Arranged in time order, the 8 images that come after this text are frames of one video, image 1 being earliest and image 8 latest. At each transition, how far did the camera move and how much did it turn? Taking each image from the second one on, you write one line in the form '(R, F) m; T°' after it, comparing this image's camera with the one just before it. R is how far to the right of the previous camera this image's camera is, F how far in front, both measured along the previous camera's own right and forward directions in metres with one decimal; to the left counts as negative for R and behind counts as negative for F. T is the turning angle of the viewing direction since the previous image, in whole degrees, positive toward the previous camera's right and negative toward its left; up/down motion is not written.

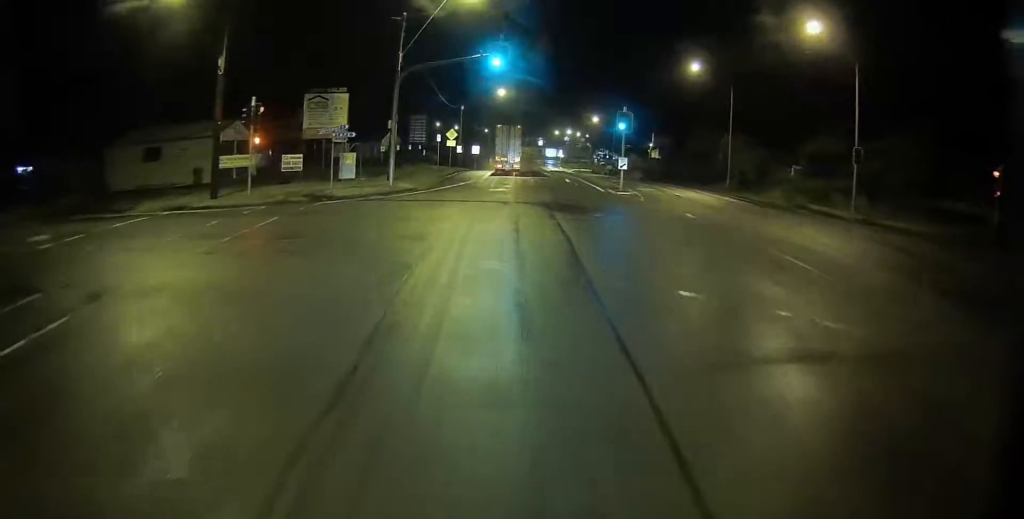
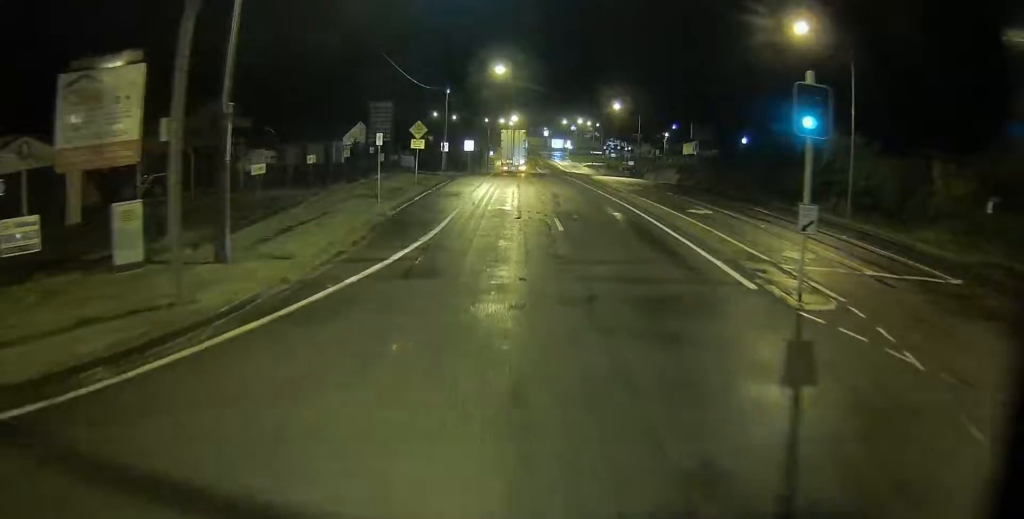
(-0.2, +20.9) m; 0°
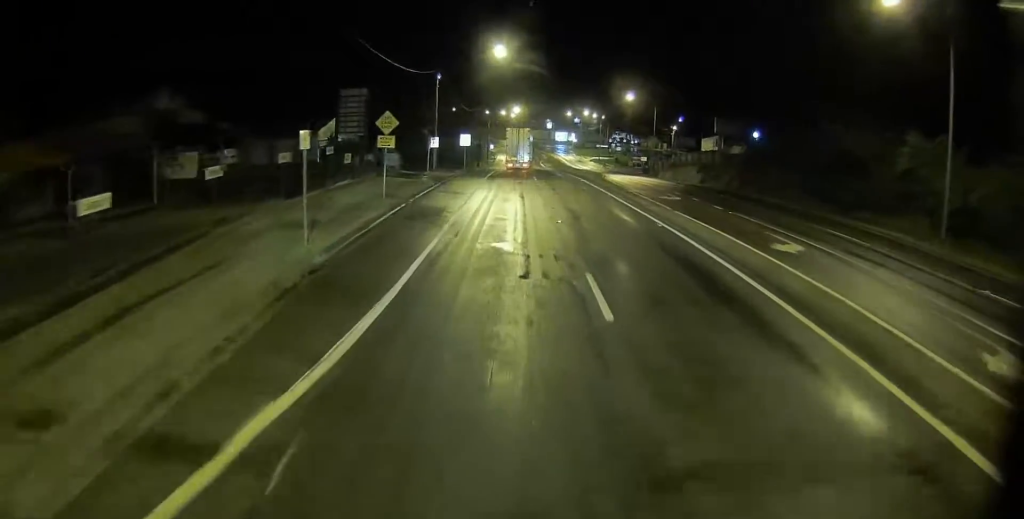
(+0.2, +9.2) m; +1°
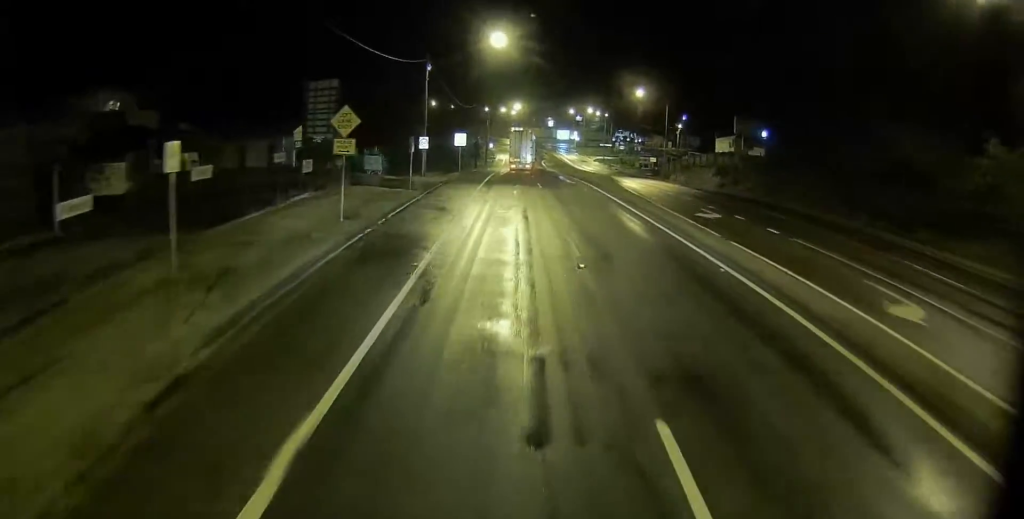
(0.0, +6.6) m; 0°
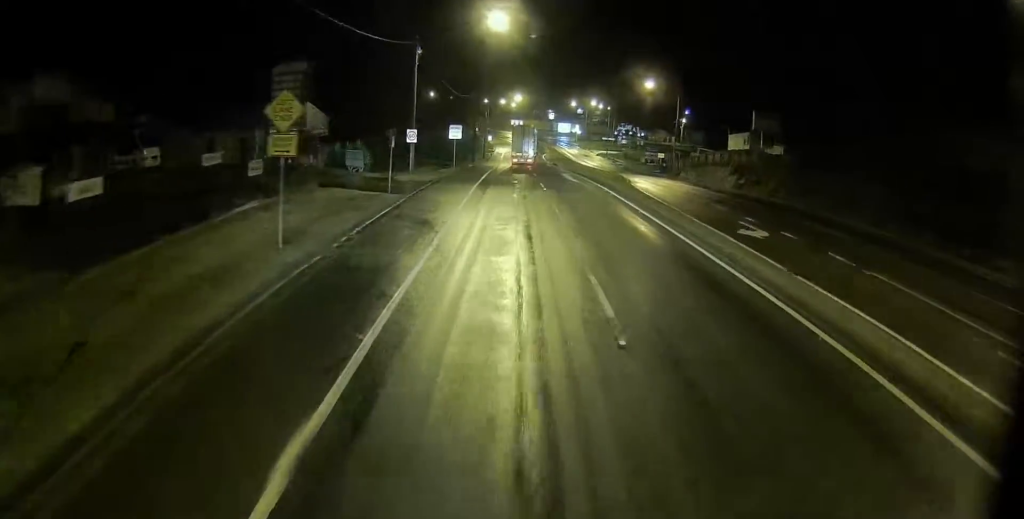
(0.0, +5.4) m; 0°
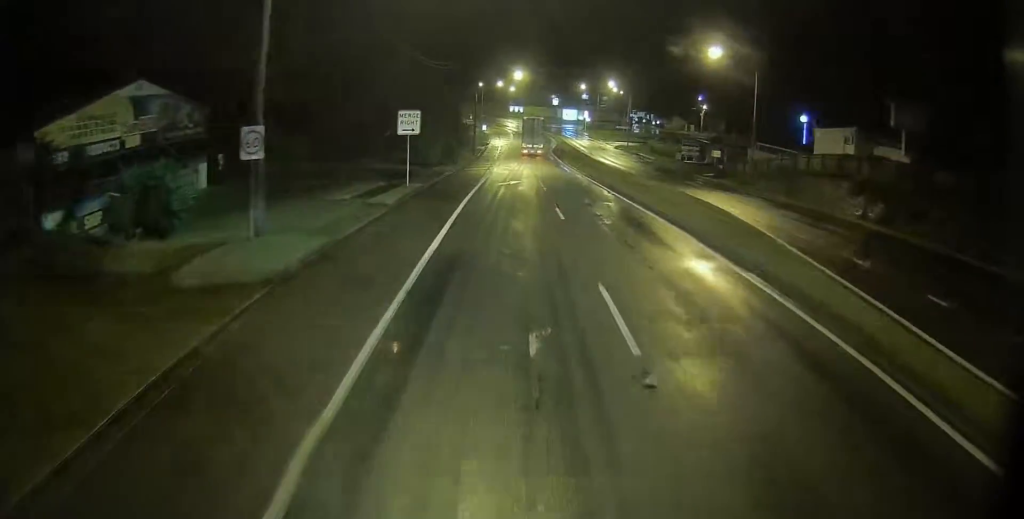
(+0.3, +24.9) m; +2°
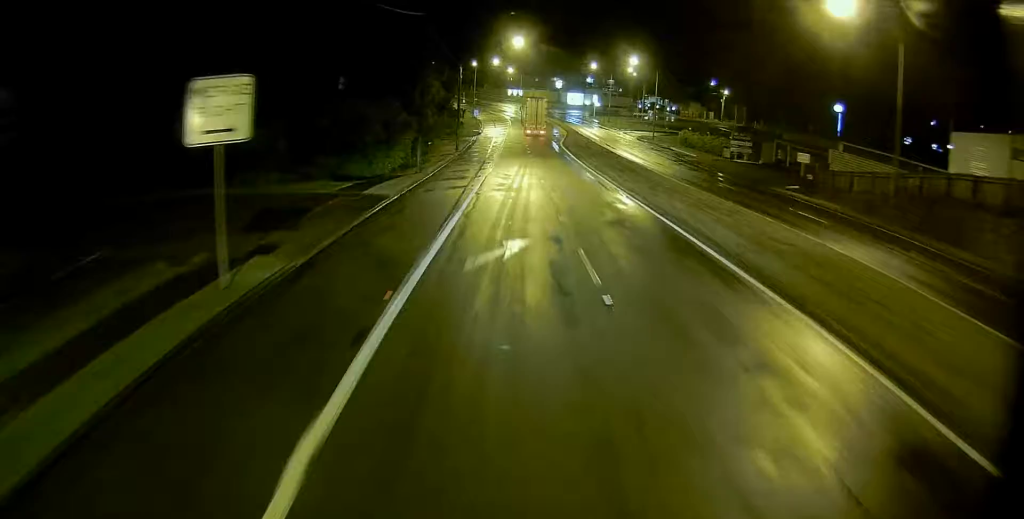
(+0.2, +21.4) m; 0°
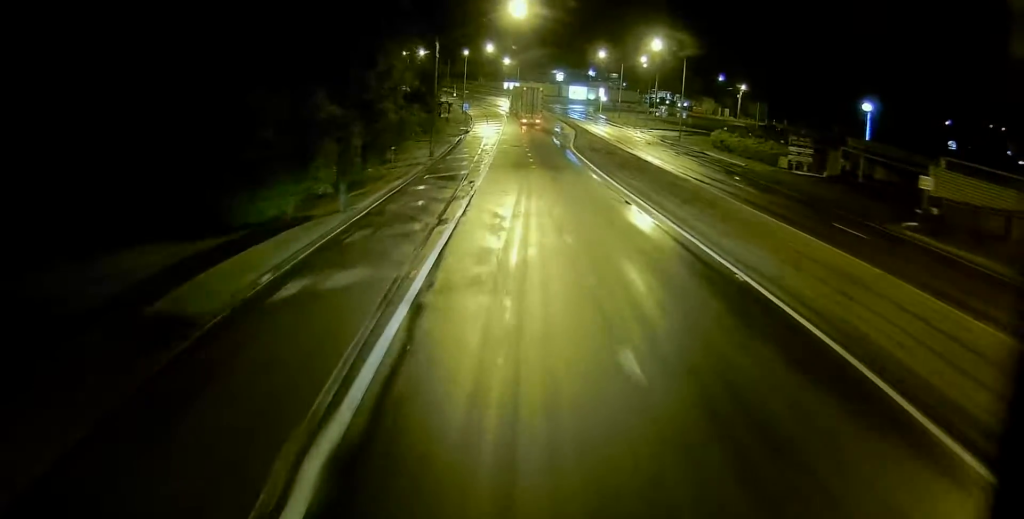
(-0.2, +15.6) m; -1°
